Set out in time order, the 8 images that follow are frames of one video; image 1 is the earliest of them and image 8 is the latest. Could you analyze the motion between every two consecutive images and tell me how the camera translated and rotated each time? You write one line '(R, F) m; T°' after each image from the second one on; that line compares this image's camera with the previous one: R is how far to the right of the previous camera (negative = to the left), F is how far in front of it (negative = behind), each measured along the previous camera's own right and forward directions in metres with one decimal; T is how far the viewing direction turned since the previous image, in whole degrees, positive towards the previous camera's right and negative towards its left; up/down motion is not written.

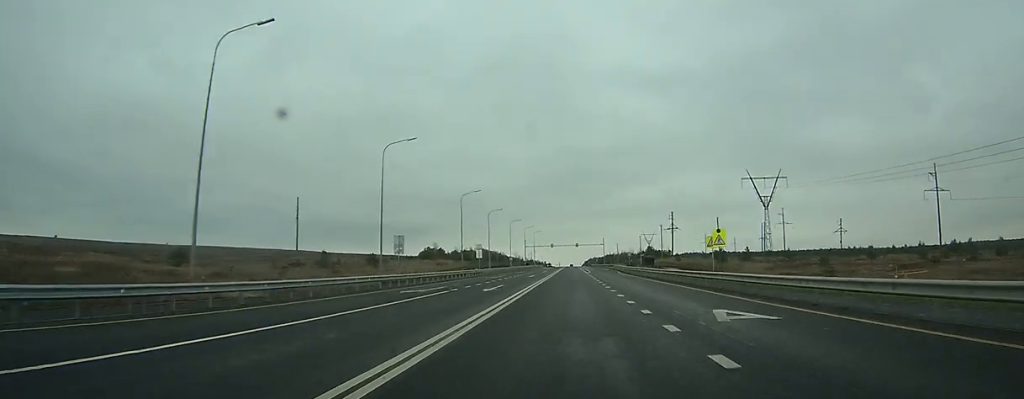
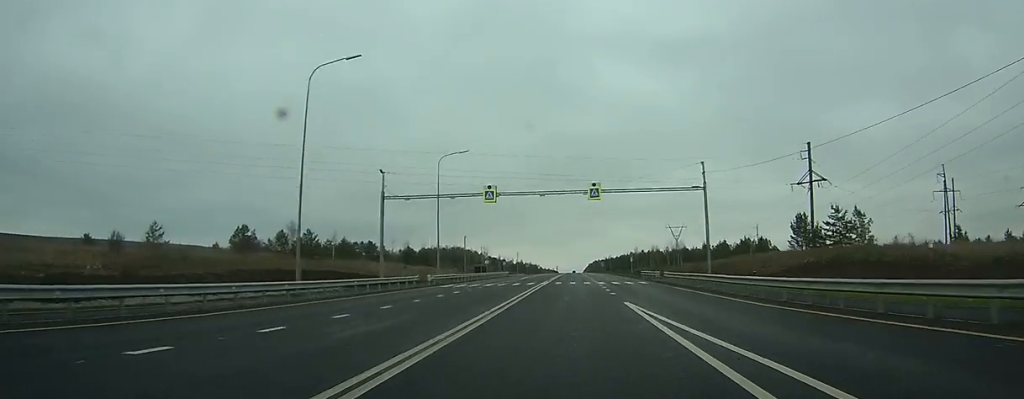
(-0.5, +143.8) m; 0°
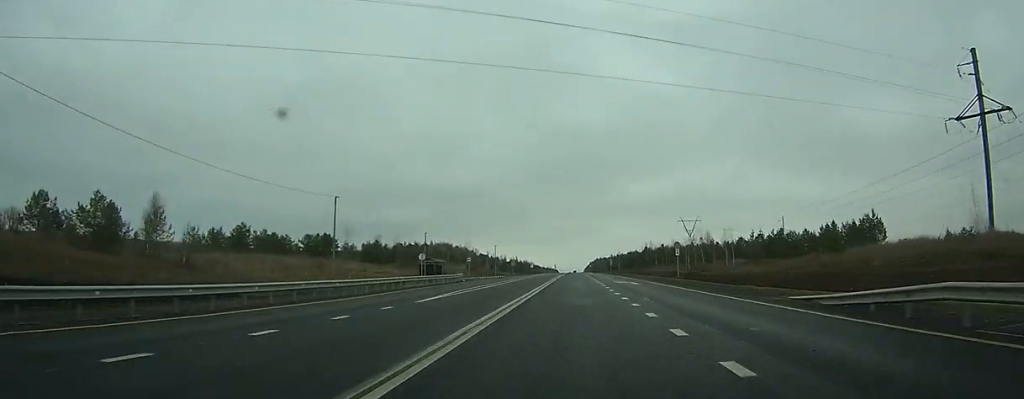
(-0.2, +47.7) m; 0°
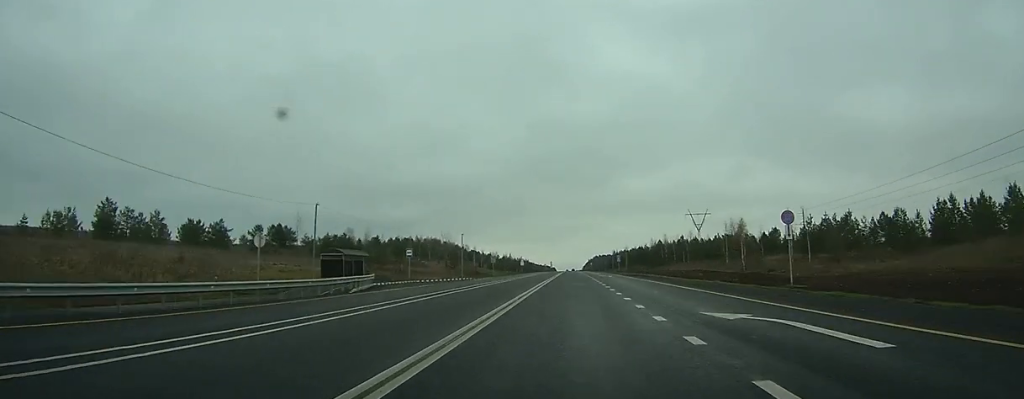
(0.0, +33.0) m; 0°
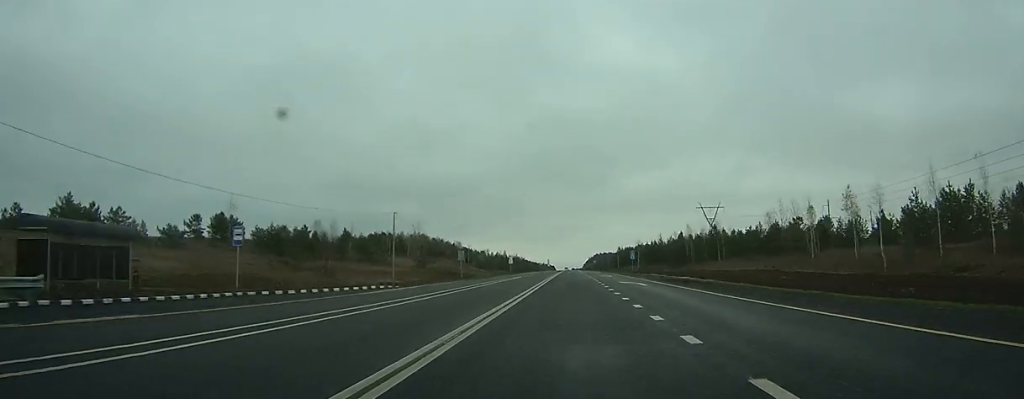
(0.0, +31.4) m; 0°
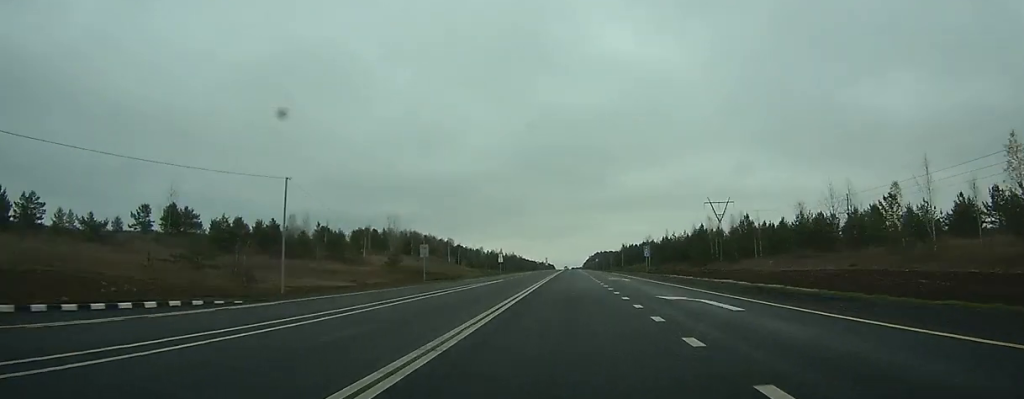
(0.0, +19.7) m; 0°
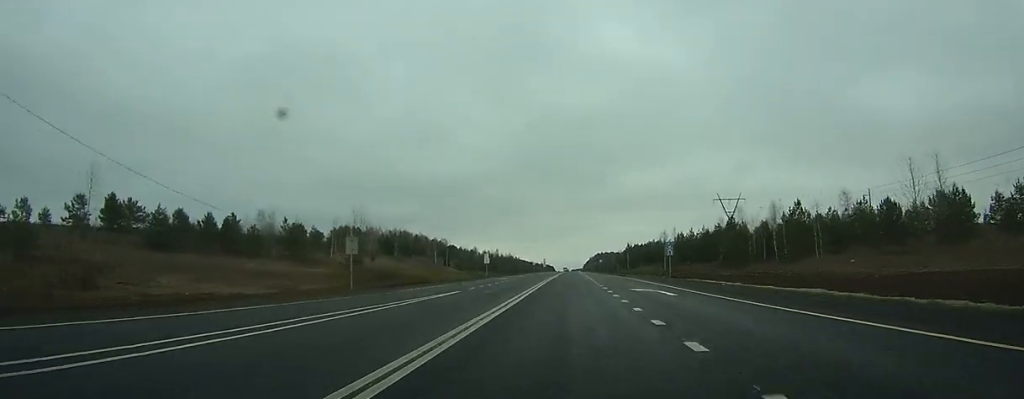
(0.0, +19.8) m; 0°
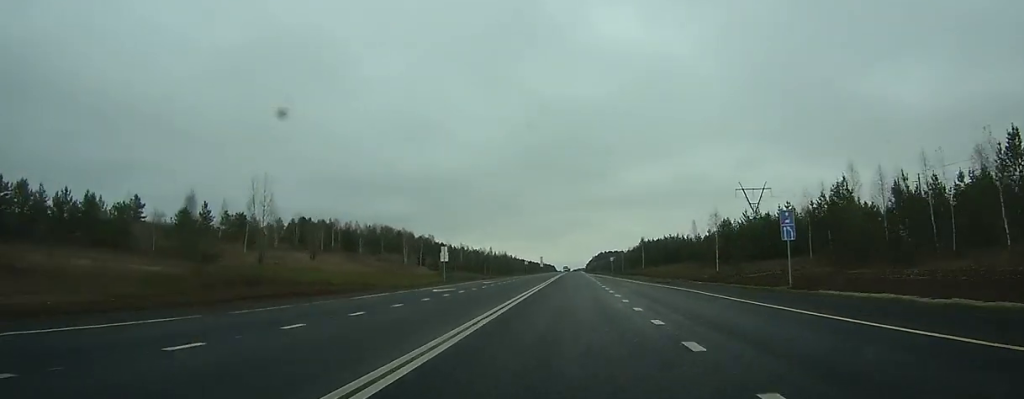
(0.0, +34.2) m; 0°
